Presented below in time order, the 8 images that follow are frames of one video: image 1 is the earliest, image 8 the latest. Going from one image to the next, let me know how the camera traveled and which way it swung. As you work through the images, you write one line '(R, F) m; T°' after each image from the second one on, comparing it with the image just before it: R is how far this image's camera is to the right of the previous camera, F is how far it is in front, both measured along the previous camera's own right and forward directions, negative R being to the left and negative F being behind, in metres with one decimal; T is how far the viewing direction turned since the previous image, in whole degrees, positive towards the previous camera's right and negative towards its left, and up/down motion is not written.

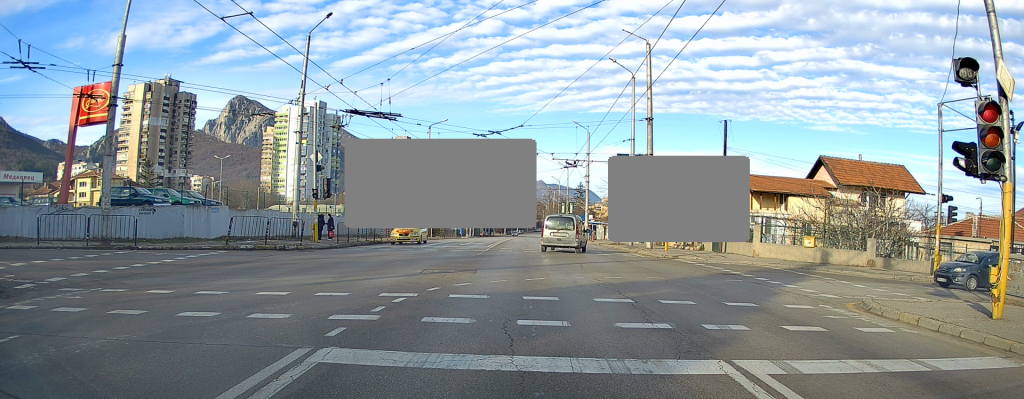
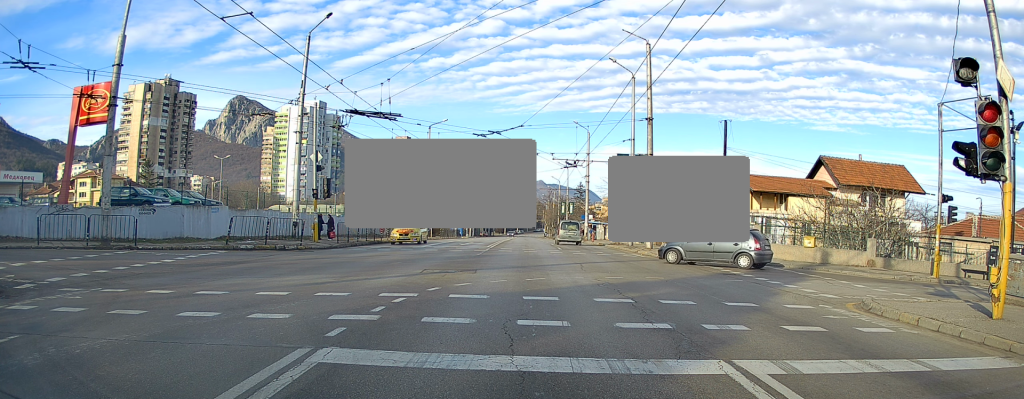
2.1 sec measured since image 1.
(0.0, 0.0) m; 0°
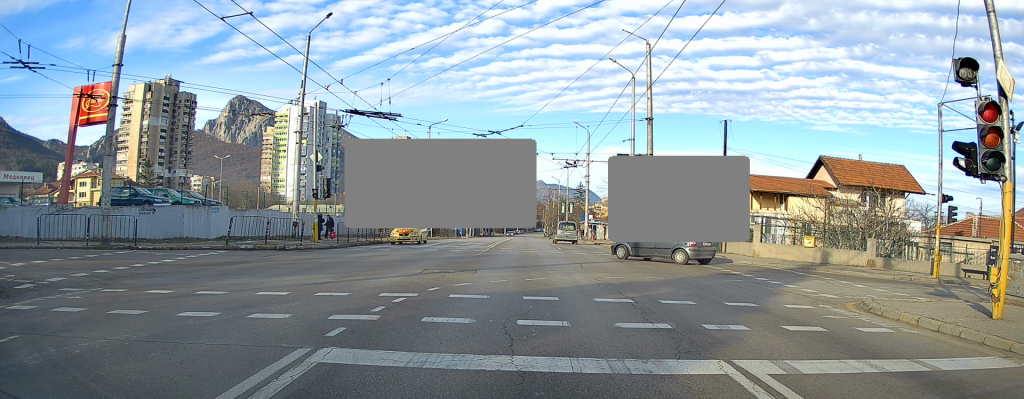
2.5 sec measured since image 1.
(0.0, 0.0) m; 0°
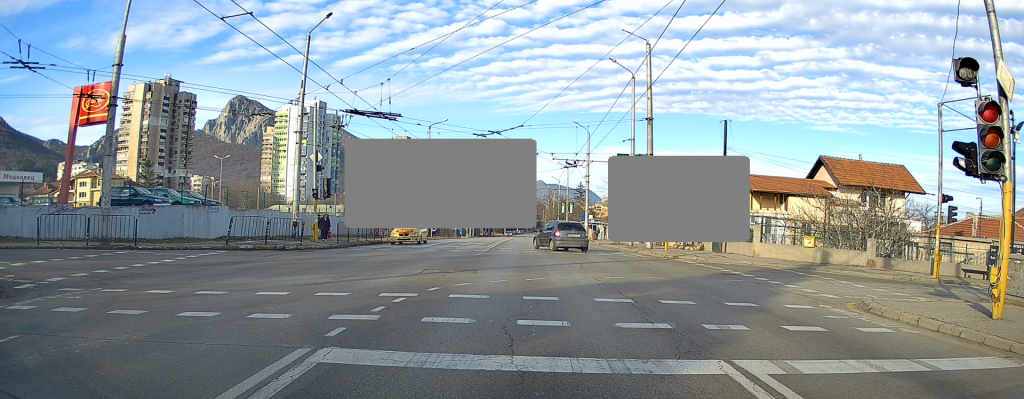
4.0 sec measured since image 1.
(0.0, 0.0) m; 0°
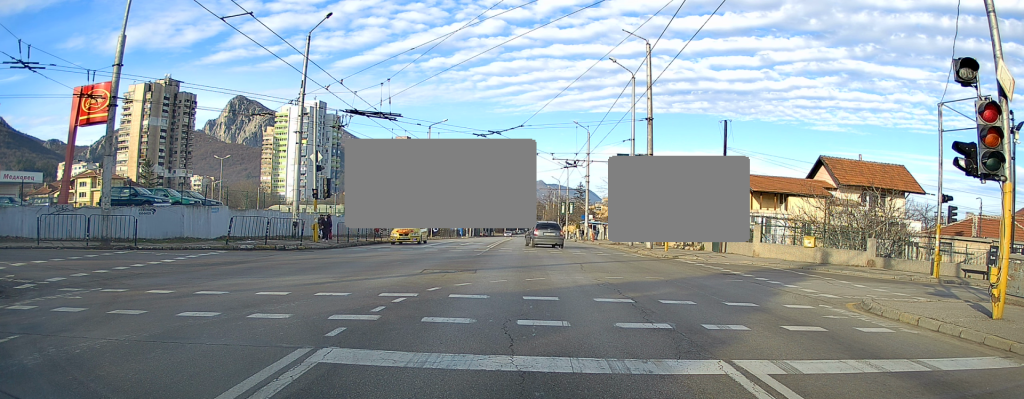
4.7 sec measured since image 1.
(0.0, 0.0) m; 0°
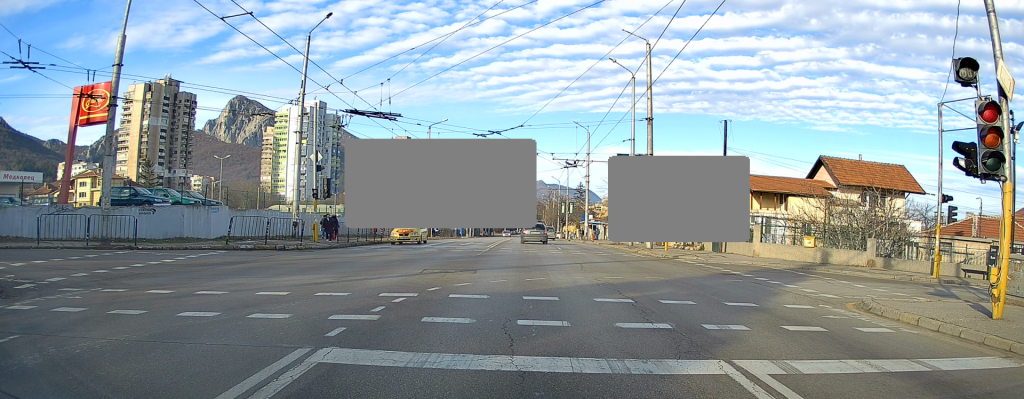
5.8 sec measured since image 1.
(0.0, 0.0) m; 0°
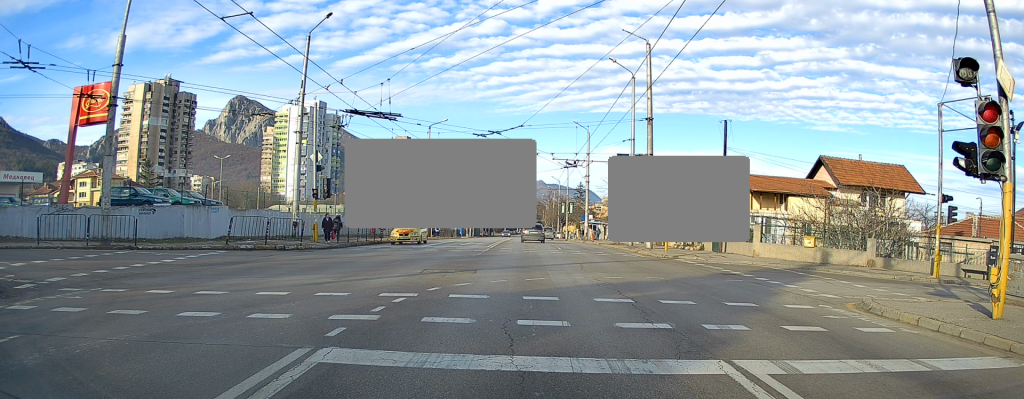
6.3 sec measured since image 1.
(0.0, 0.0) m; 0°
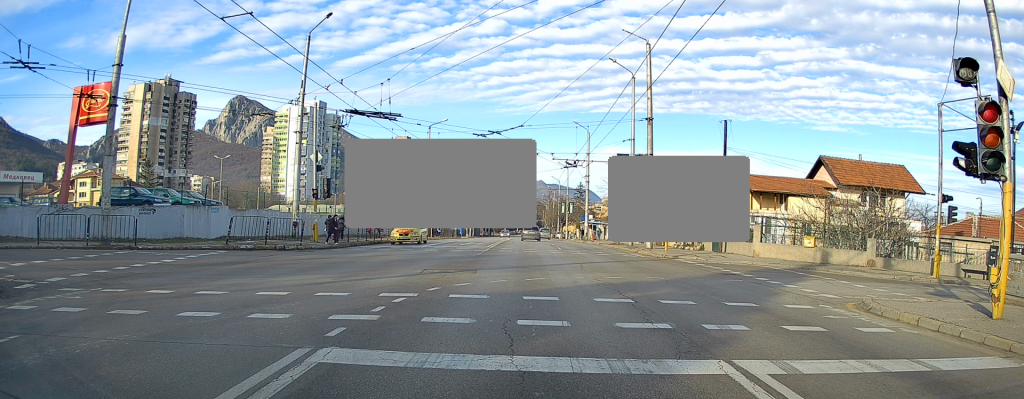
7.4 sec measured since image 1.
(0.0, 0.0) m; 0°
